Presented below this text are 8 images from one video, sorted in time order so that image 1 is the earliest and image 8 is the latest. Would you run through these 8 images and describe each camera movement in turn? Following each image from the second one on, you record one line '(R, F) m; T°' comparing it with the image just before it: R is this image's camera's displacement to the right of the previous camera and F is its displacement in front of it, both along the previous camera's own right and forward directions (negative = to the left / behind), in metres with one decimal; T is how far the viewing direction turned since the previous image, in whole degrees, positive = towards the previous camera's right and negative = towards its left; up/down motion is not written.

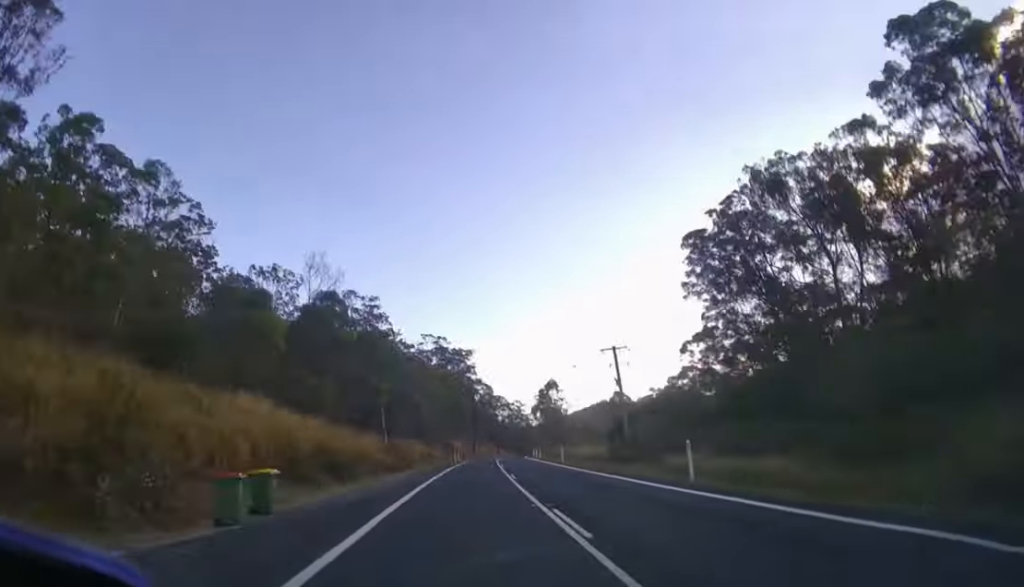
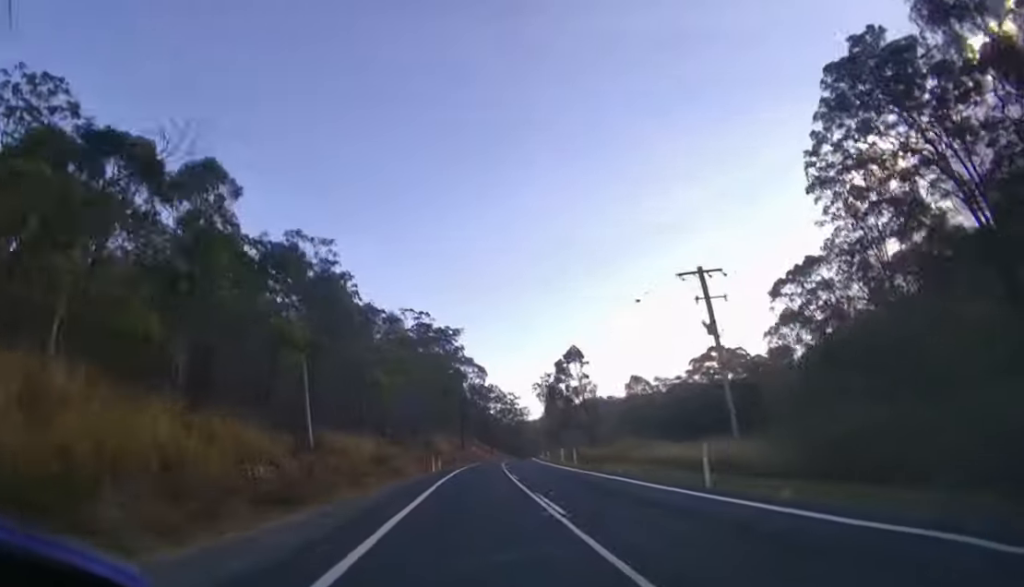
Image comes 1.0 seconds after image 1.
(+0.1, +22.3) m; +1°
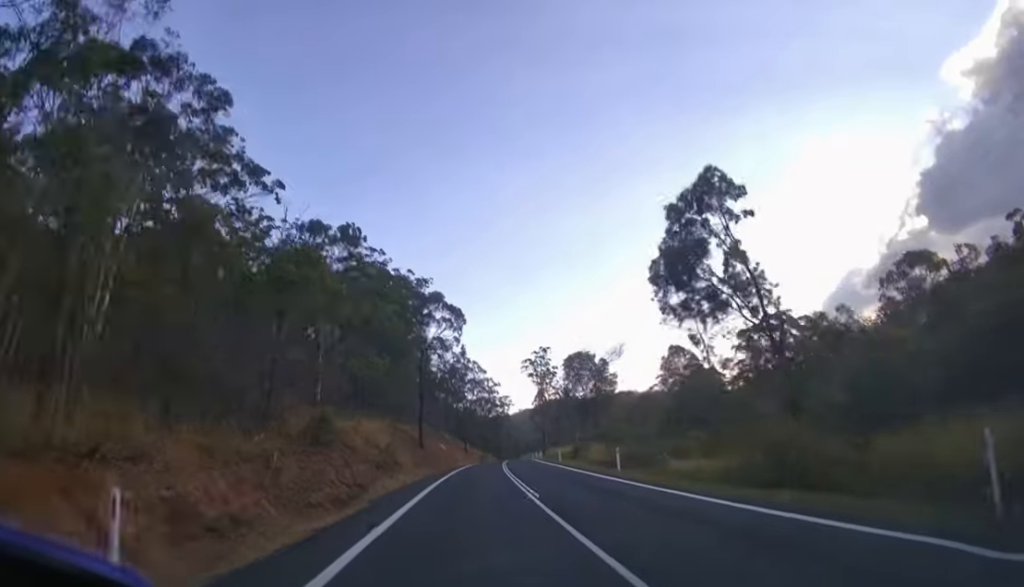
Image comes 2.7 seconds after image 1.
(+1.0, +37.9) m; +3°
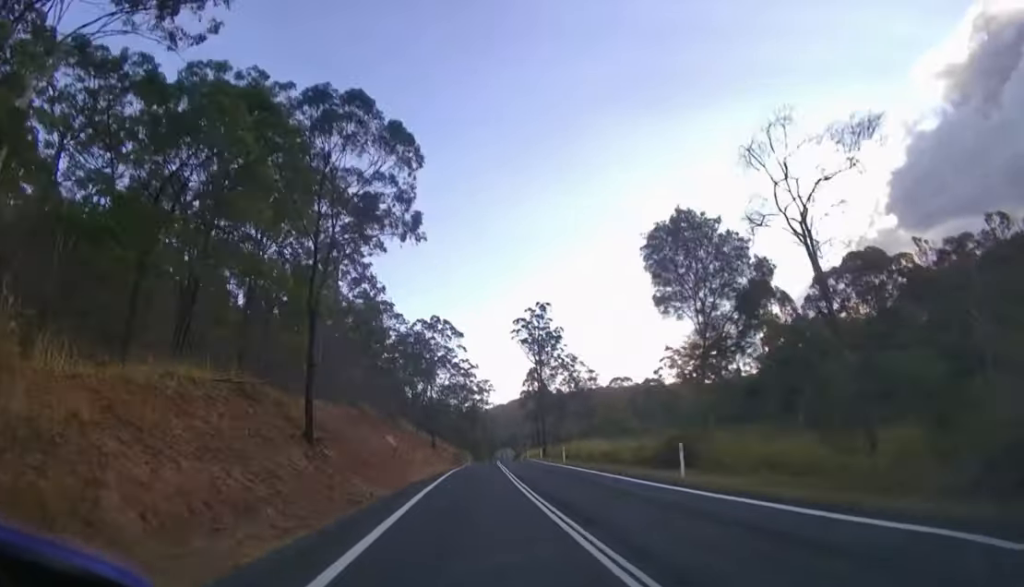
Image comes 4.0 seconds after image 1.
(+0.6, +29.3) m; +3°
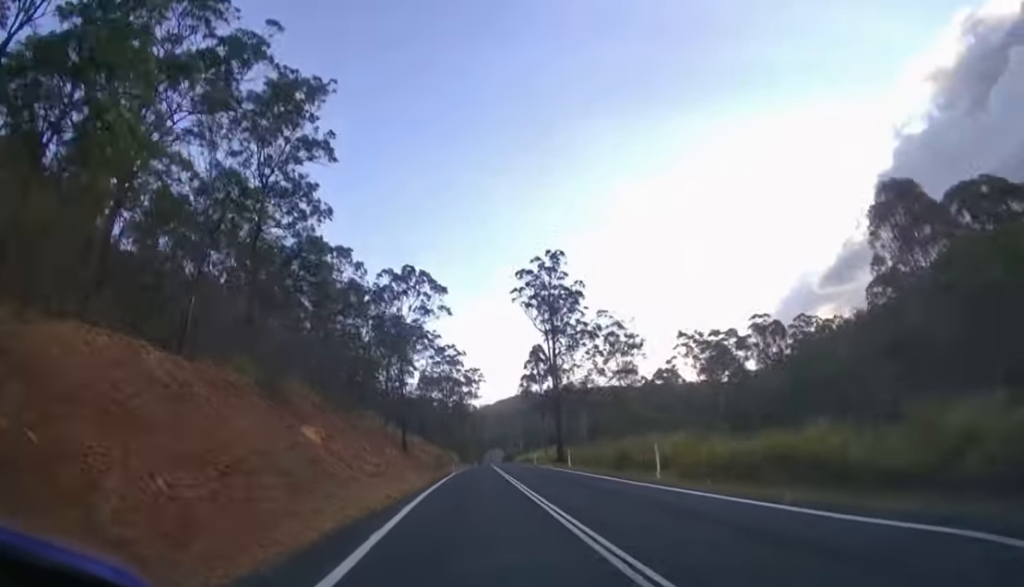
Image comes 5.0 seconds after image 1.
(+0.4, +17.9) m; +2°
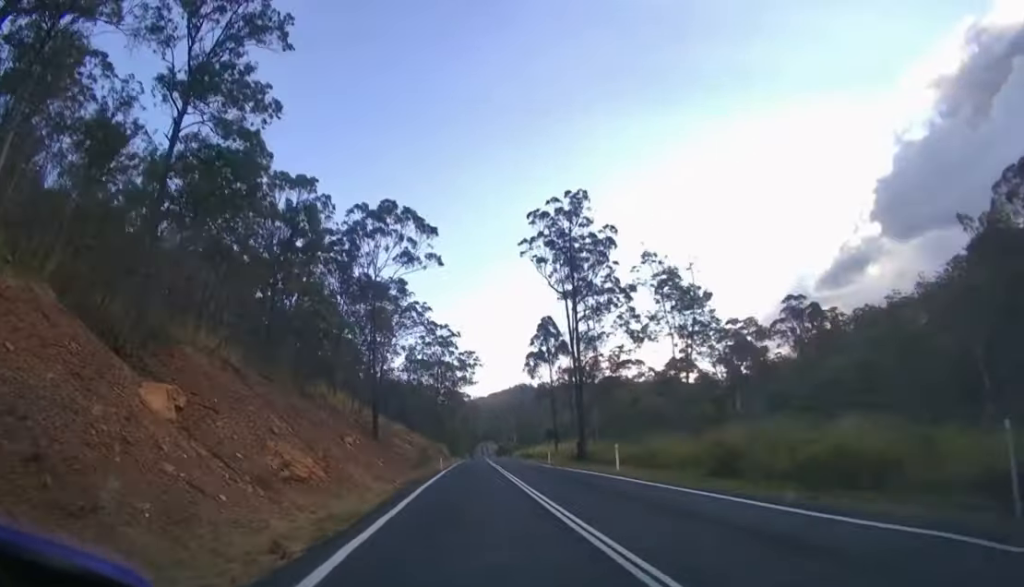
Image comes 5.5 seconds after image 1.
(+0.1, +9.4) m; +1°
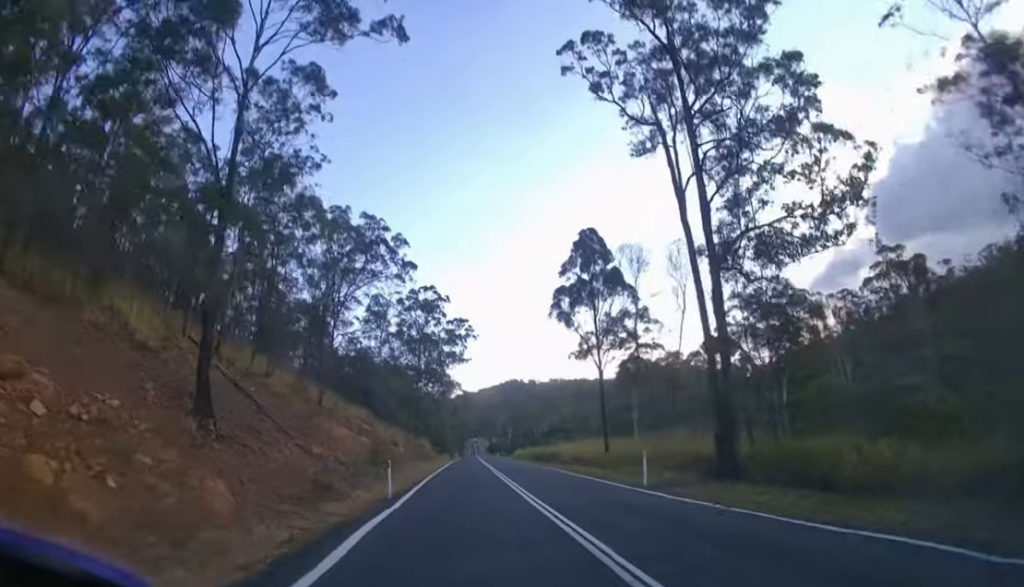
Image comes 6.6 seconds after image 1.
(+0.2, +18.7) m; +1°
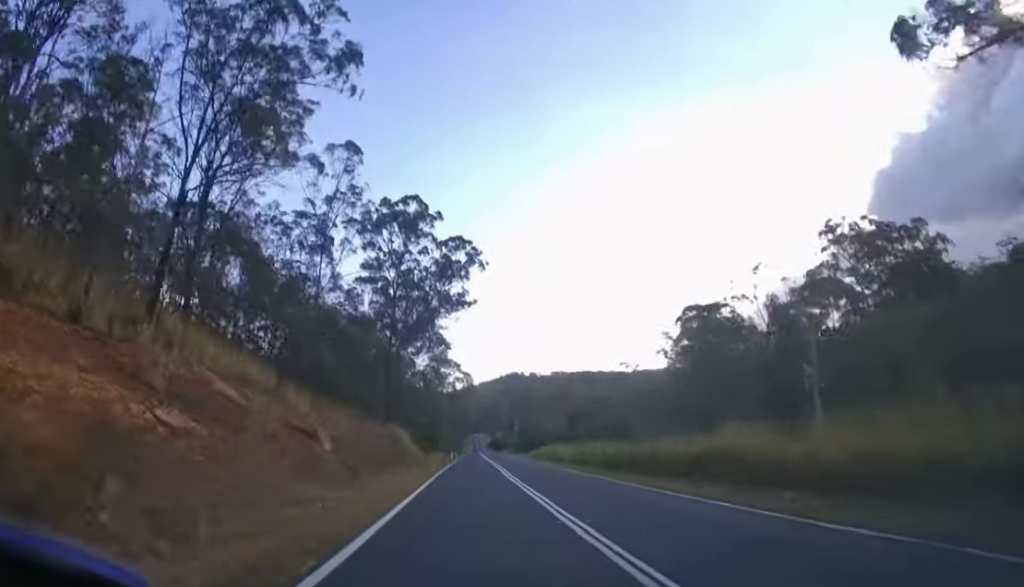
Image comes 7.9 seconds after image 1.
(+0.2, +24.6) m; +1°
